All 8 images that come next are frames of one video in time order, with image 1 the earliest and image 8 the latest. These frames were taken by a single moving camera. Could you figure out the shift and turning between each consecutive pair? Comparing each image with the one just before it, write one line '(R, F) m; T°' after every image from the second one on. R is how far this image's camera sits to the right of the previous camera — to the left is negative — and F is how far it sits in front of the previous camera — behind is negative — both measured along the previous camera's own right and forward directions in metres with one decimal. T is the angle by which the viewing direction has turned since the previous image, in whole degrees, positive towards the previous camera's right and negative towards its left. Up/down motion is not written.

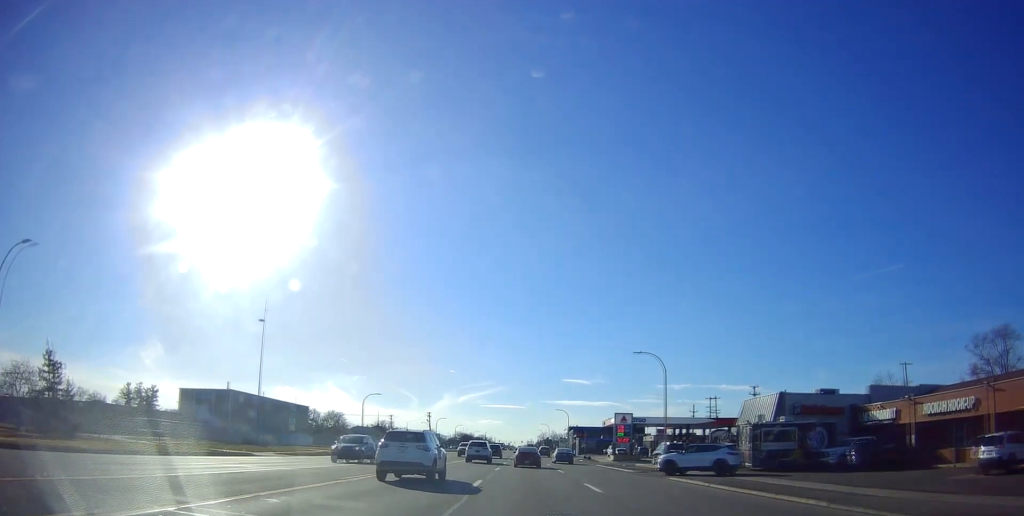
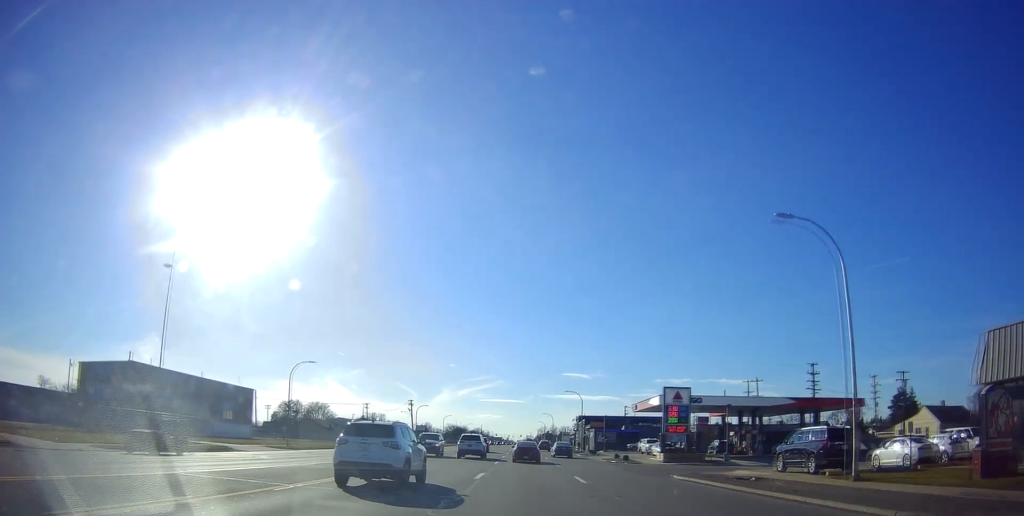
(0.0, +29.4) m; -1°
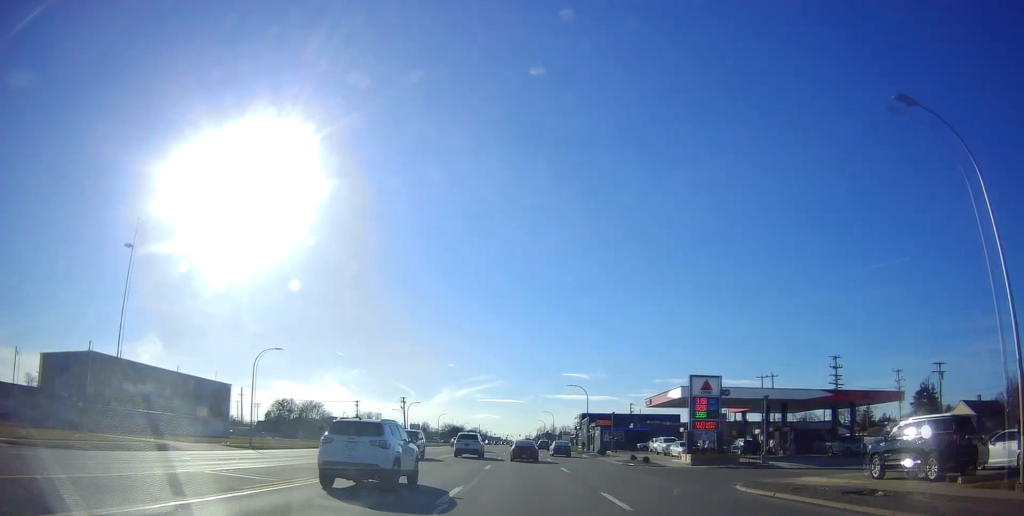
(0.0, +9.2) m; -1°
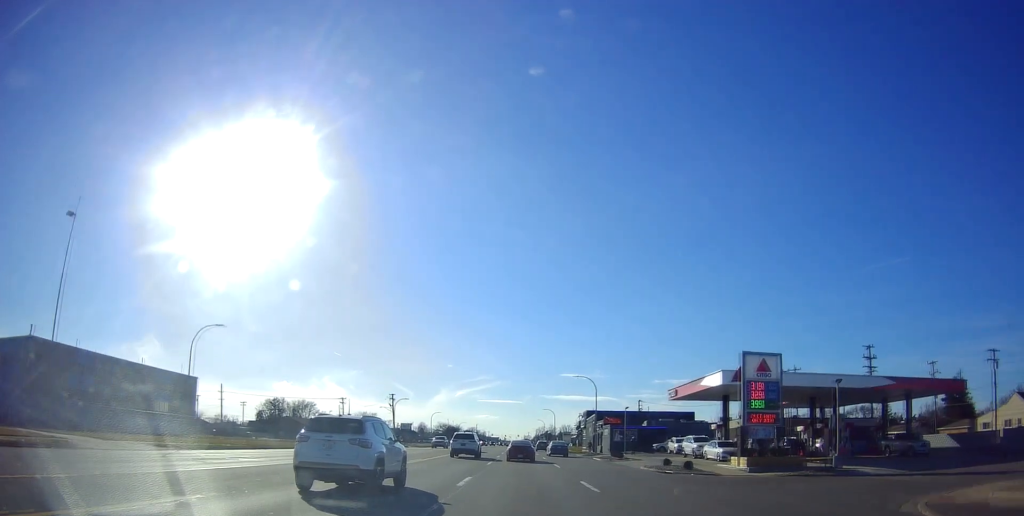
(-0.1, +12.0) m; -1°
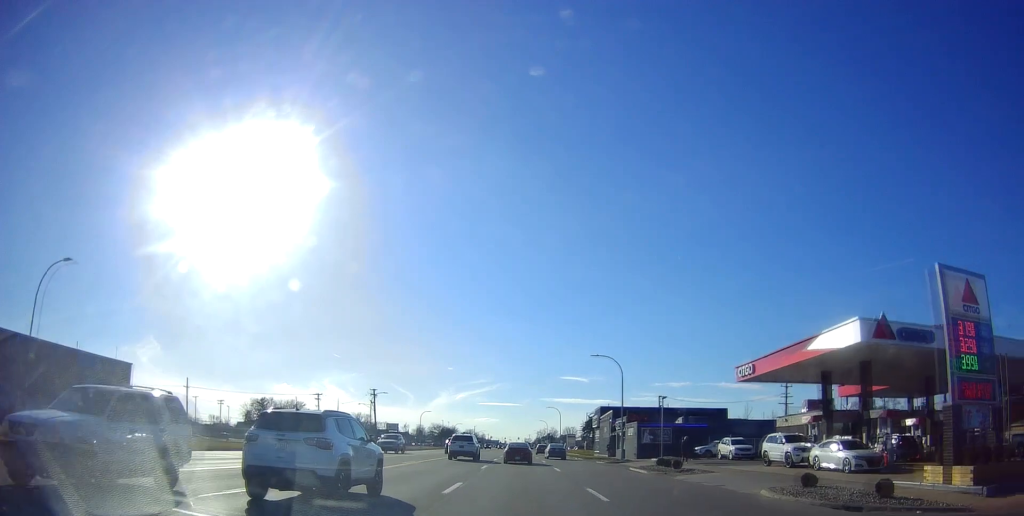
(-0.3, +19.8) m; 0°
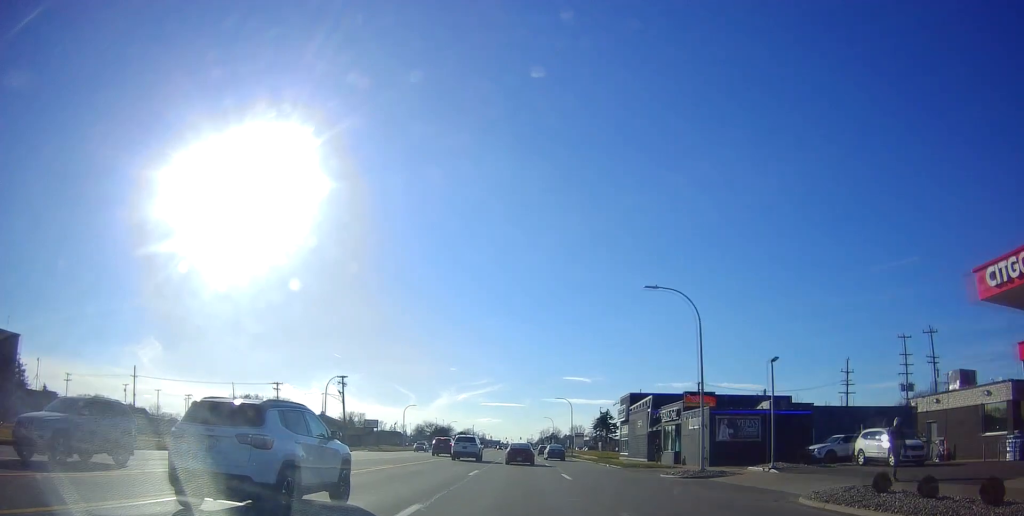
(+0.3, +24.7) m; +1°
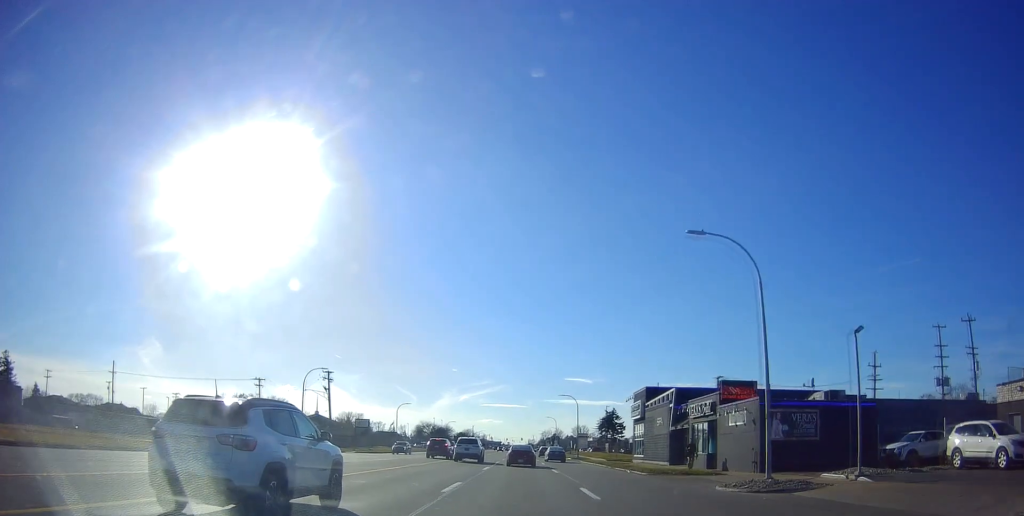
(0.0, +8.0) m; 0°
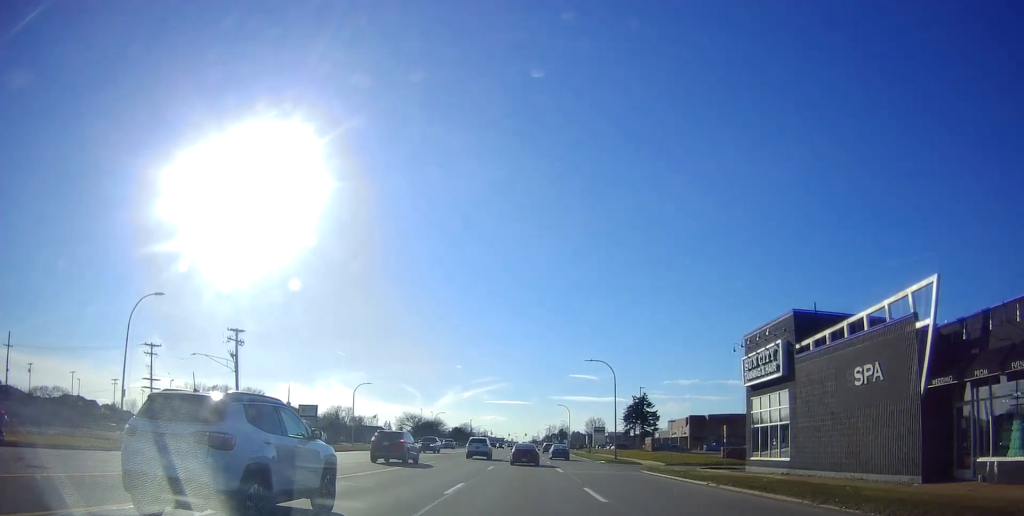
(+0.1, +27.7) m; -1°
